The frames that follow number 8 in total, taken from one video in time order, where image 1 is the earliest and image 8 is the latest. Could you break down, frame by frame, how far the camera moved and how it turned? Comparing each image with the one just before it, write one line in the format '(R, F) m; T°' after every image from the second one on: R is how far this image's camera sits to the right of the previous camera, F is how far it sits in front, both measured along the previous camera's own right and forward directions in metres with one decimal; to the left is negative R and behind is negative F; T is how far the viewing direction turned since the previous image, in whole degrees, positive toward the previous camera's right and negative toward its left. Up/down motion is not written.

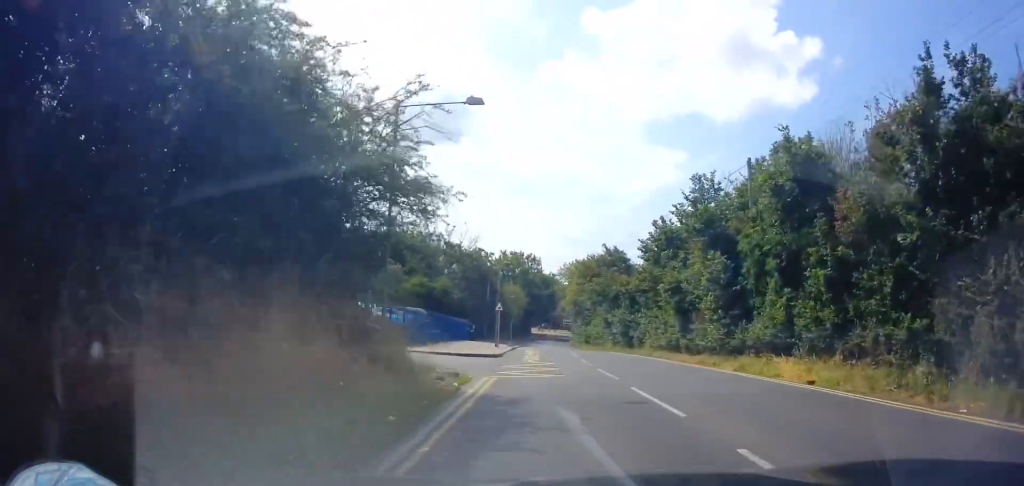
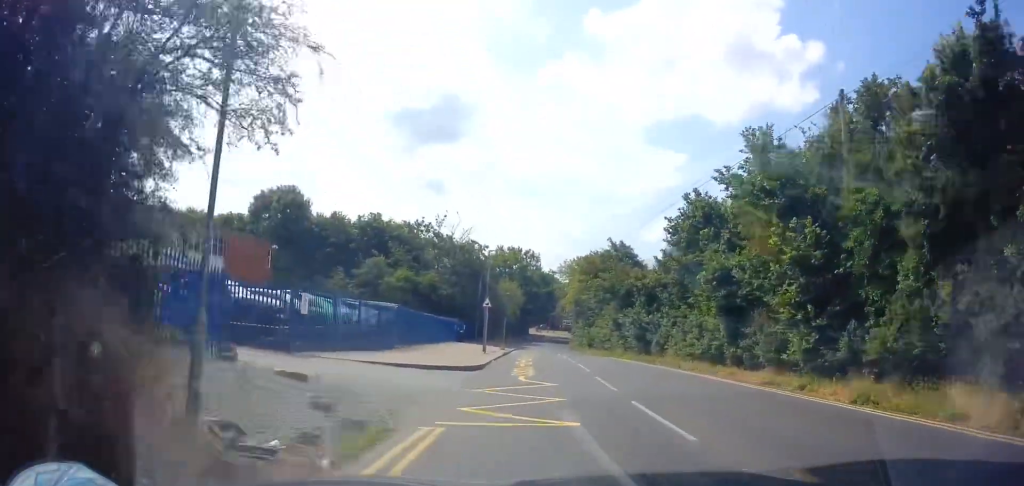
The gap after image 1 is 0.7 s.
(-0.2, +6.9) m; 0°
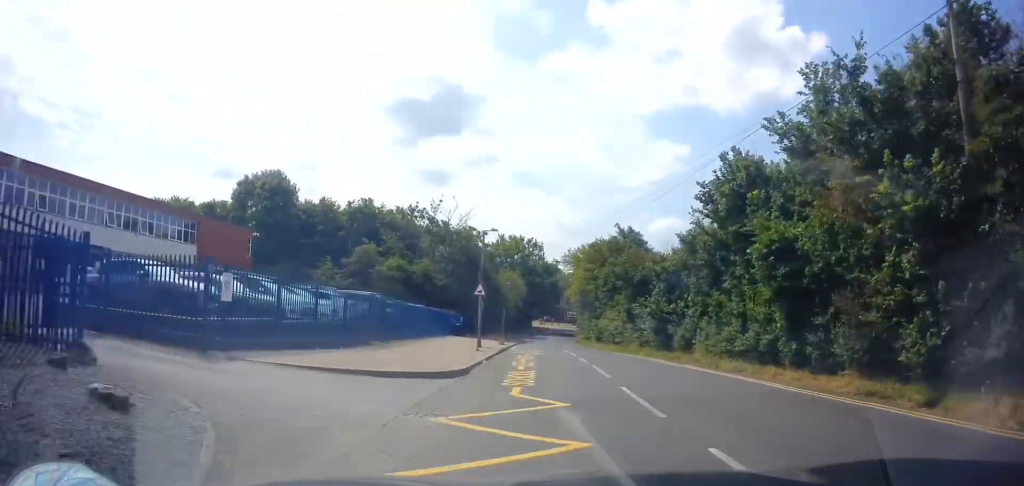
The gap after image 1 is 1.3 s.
(+0.1, +5.0) m; +1°
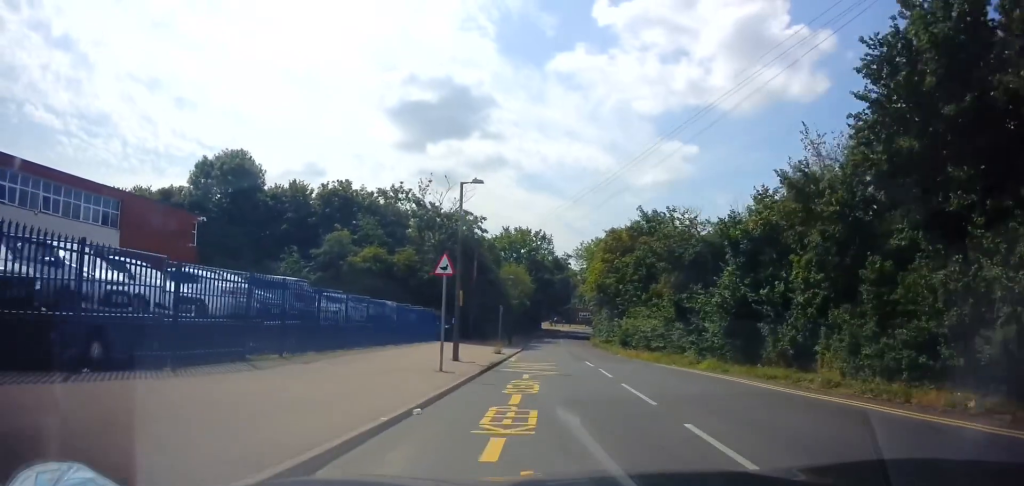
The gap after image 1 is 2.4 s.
(+0.2, +10.3) m; 0°
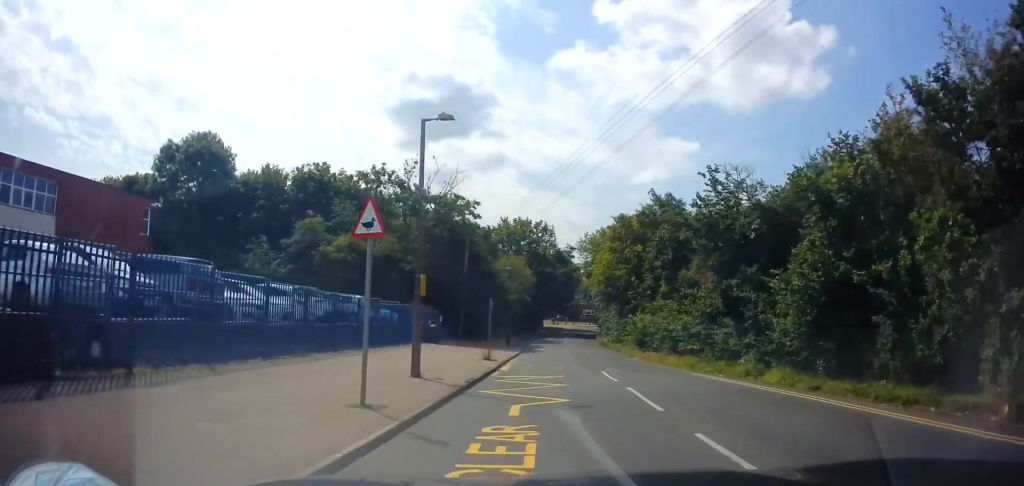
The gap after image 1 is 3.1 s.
(0.0, +6.5) m; -1°
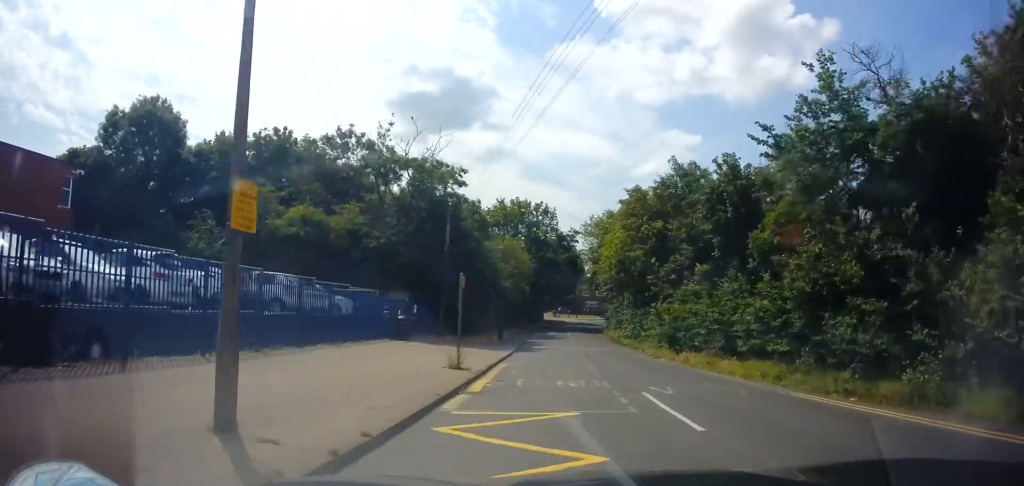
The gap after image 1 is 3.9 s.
(-0.2, +8.1) m; 0°
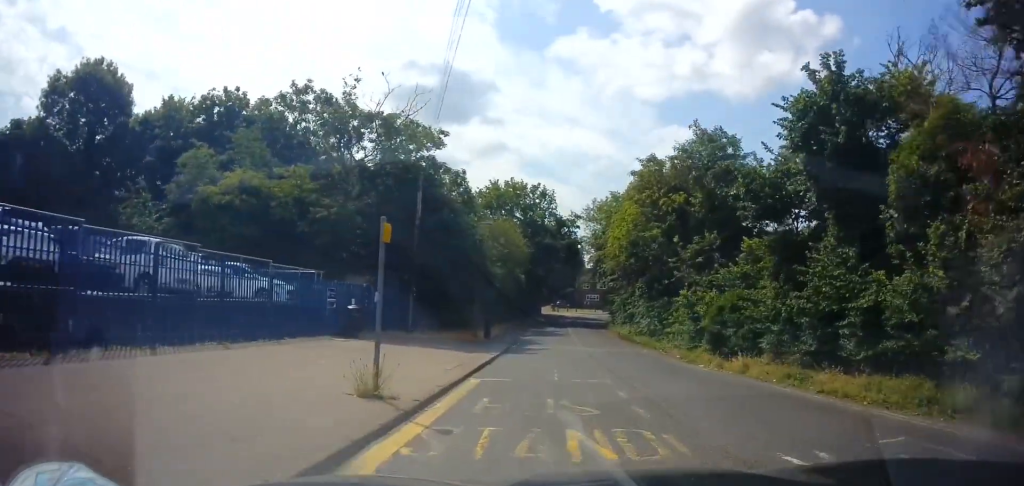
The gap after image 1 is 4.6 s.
(+0.2, +6.6) m; 0°
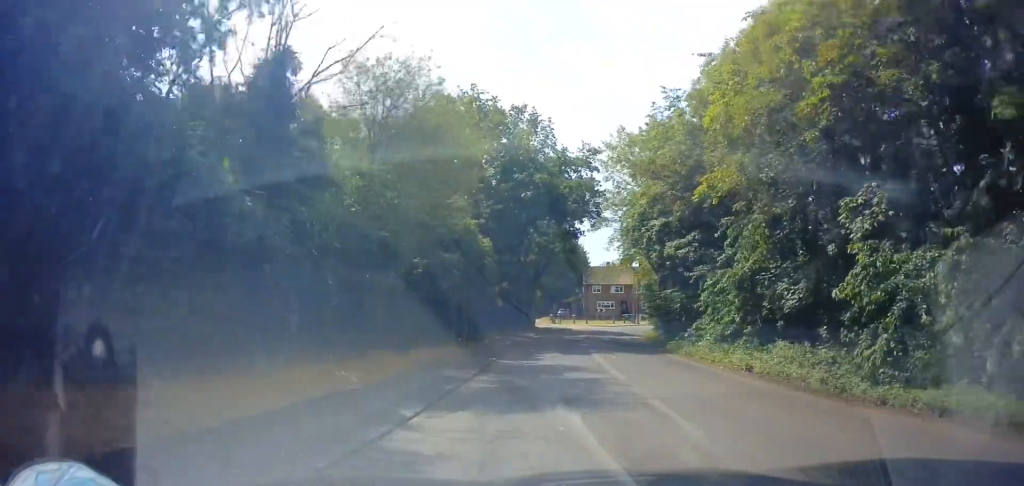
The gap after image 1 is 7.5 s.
(-0.1, +28.7) m; +1°
